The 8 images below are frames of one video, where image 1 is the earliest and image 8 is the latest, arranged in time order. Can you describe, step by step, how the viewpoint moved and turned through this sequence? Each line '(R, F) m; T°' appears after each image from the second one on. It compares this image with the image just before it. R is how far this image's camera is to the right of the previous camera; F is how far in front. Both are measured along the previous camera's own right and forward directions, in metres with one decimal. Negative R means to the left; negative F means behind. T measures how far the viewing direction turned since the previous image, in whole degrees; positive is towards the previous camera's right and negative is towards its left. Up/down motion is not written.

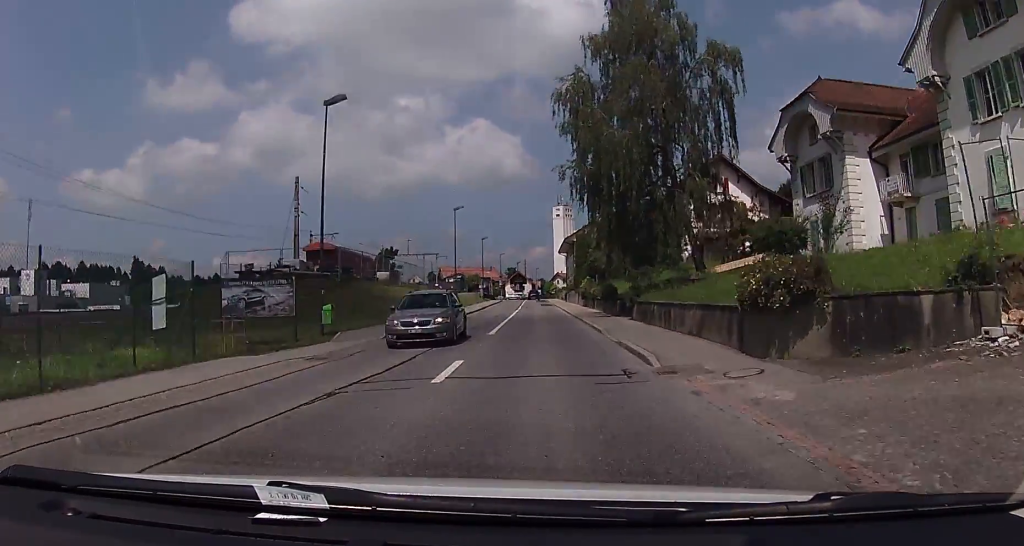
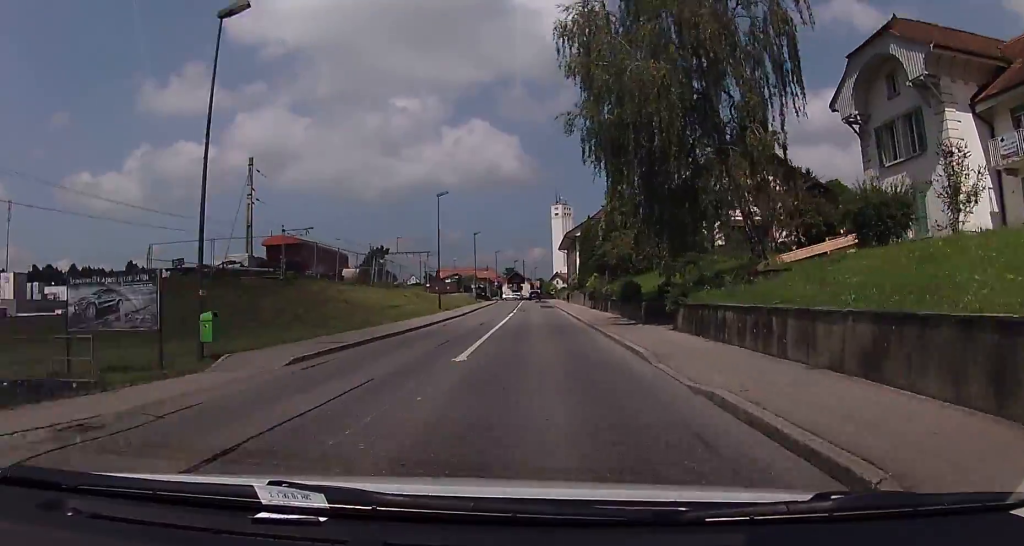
(+0.1, +8.8) m; 0°
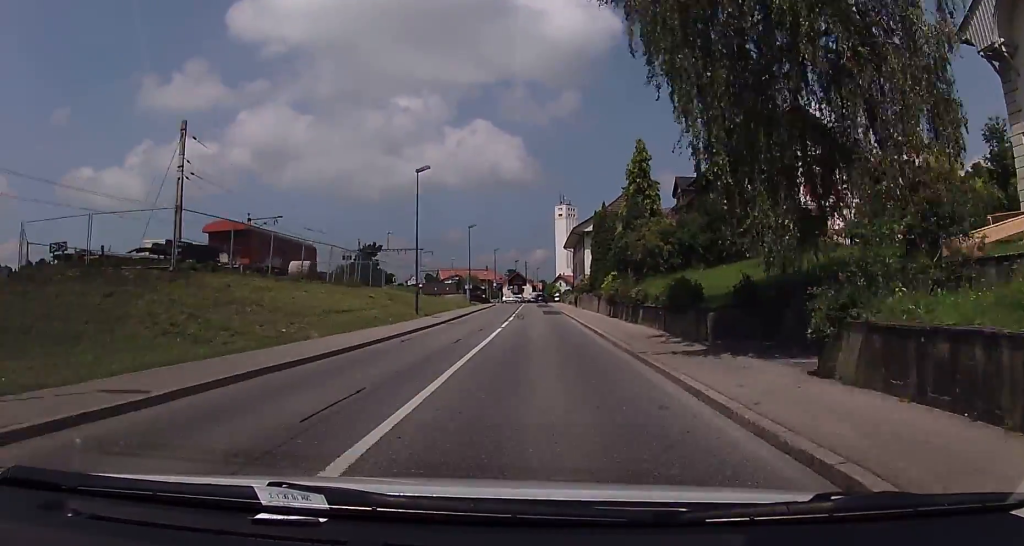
(0.0, +10.0) m; -2°
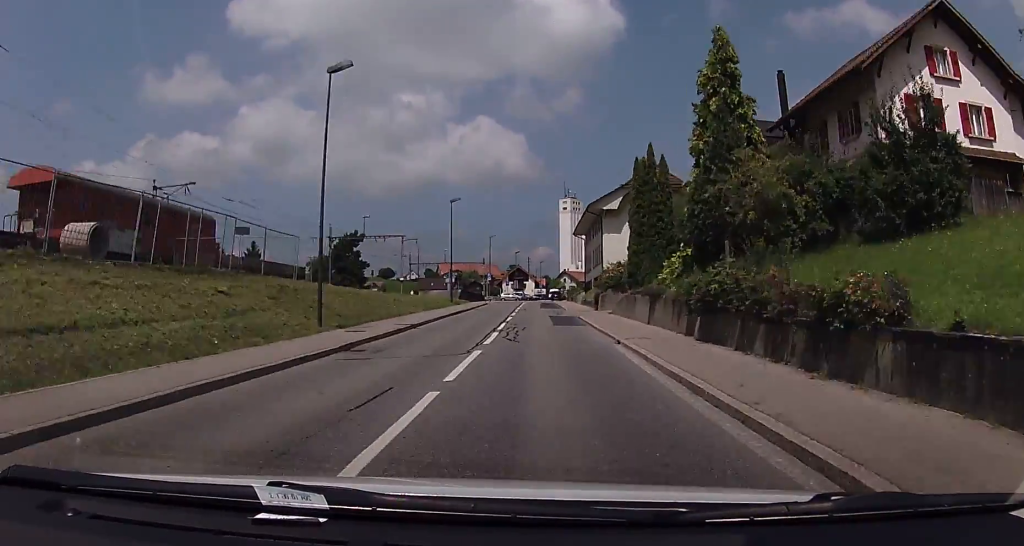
(-0.2, +18.0) m; 0°
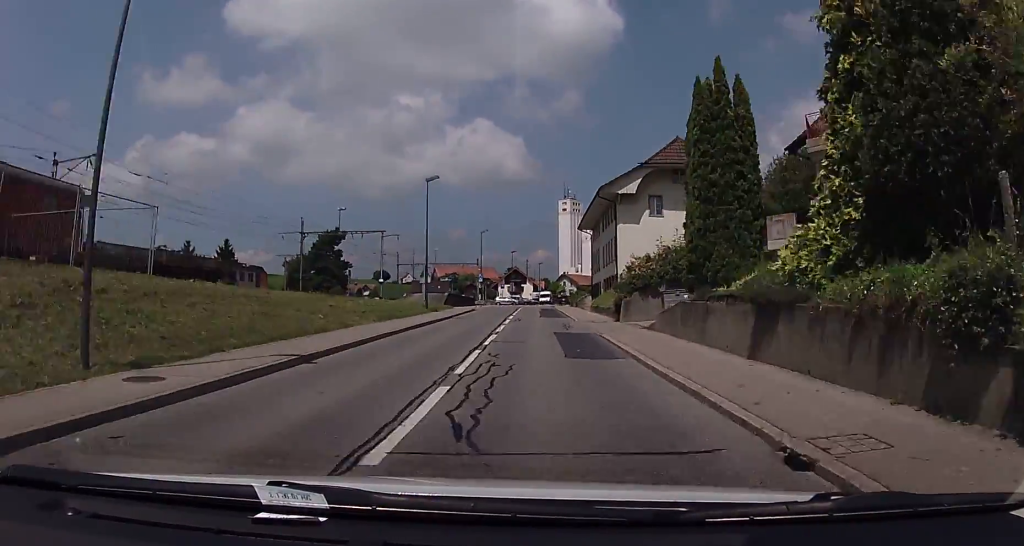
(+0.2, +11.6) m; 0°
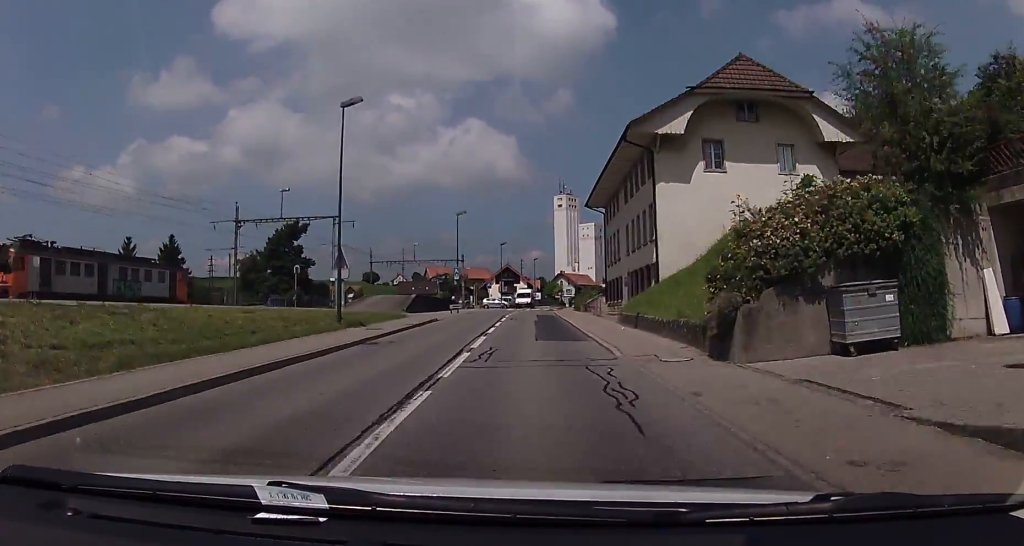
(-0.1, +18.1) m; +1°
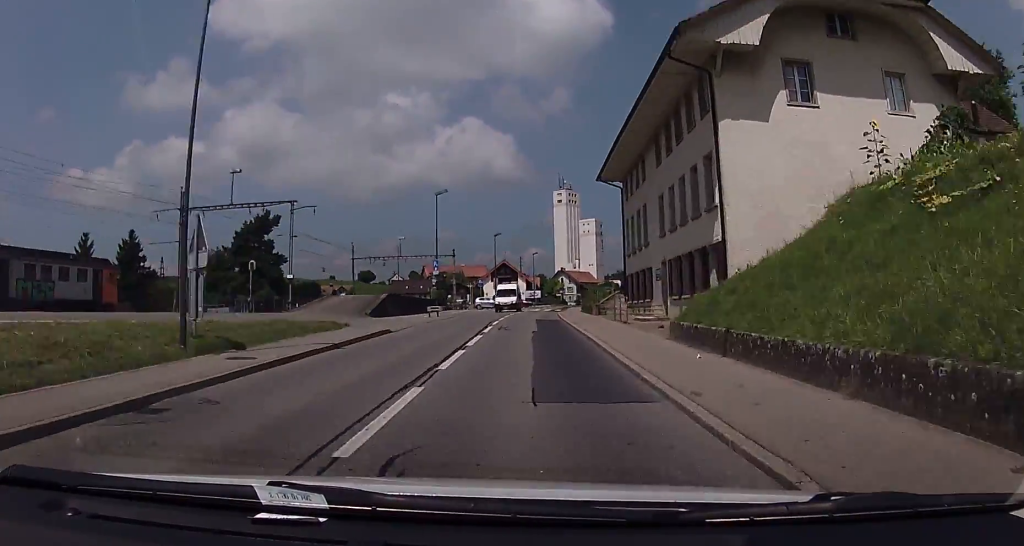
(+0.3, +11.2) m; 0°
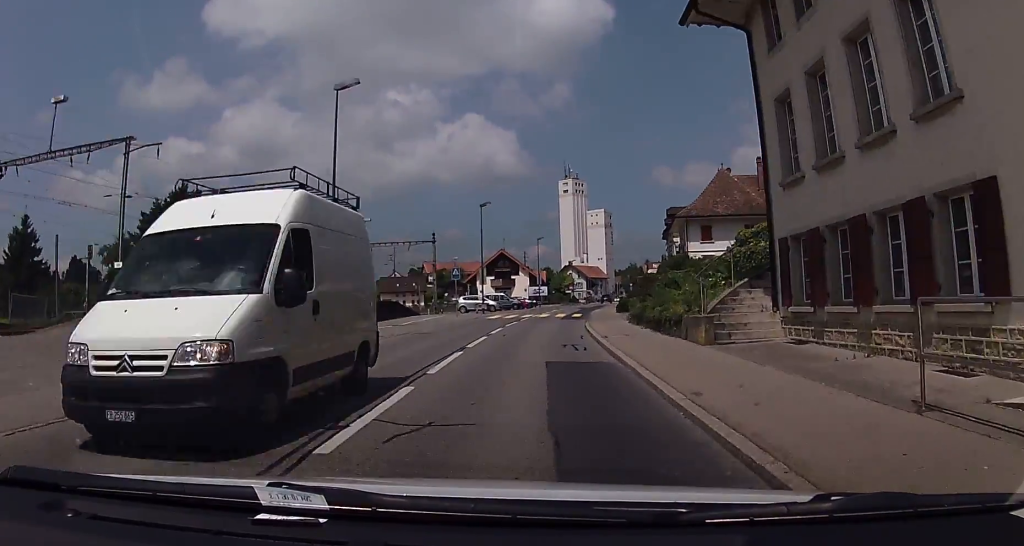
(-0.1, +24.1) m; +1°
